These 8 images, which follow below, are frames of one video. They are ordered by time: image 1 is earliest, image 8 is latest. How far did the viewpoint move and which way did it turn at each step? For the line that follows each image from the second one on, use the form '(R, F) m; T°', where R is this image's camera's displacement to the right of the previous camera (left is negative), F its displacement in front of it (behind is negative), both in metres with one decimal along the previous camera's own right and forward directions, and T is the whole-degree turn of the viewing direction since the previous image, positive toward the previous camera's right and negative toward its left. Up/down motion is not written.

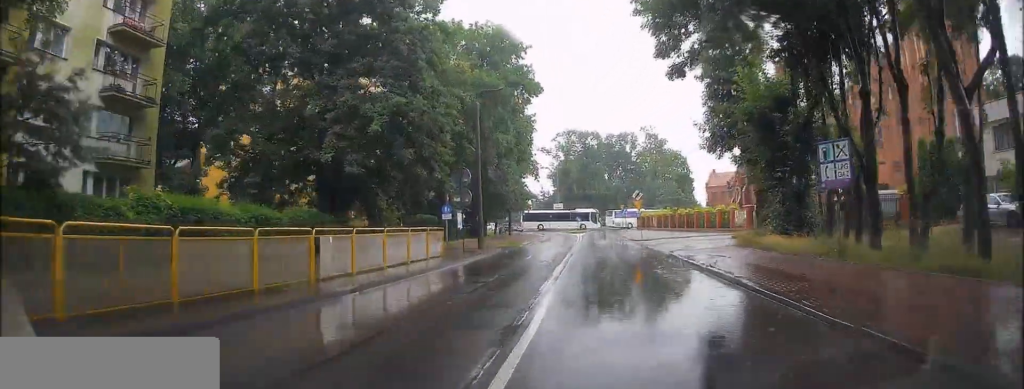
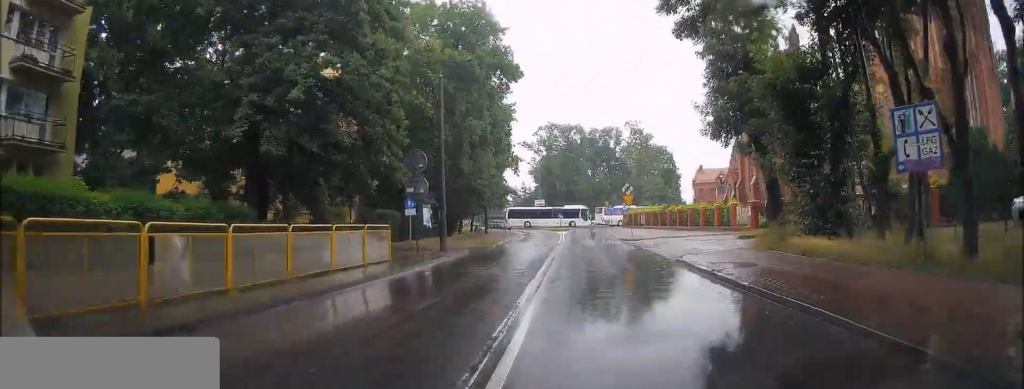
(0.0, +4.8) m; +1°
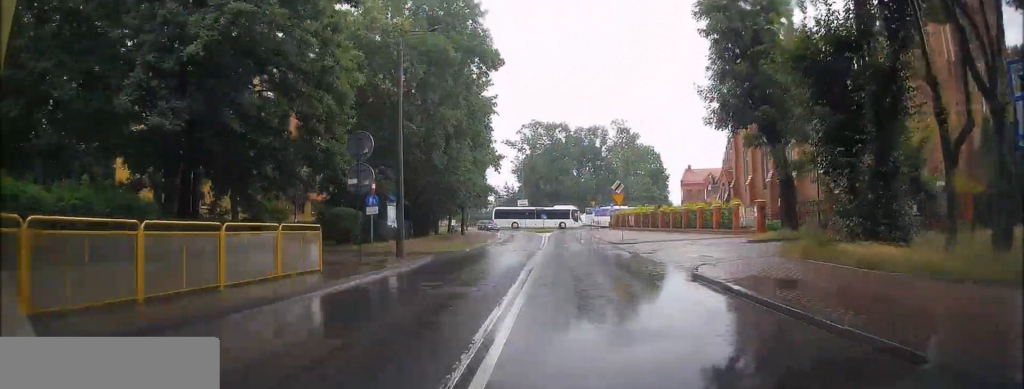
(+0.1, +4.1) m; +1°
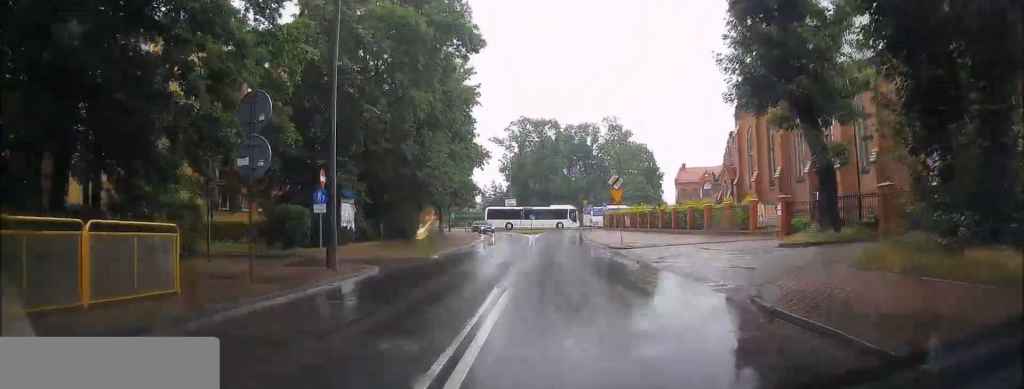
(+0.1, +5.3) m; +1°
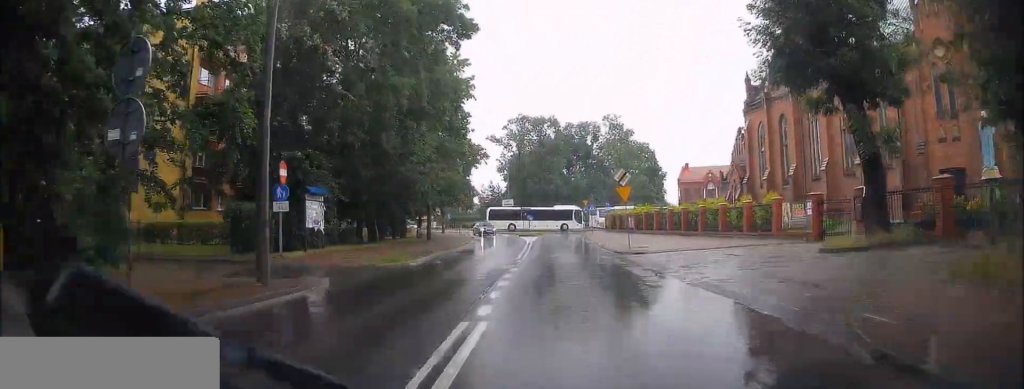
(0.0, +3.7) m; +1°
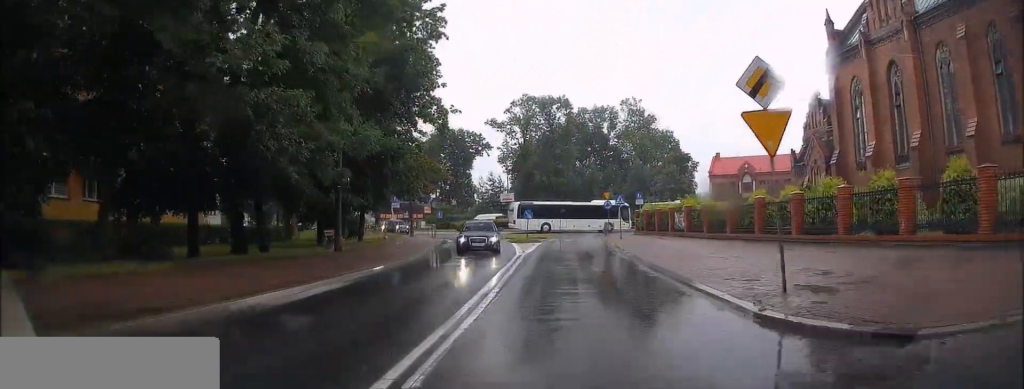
(+0.6, +19.0) m; +1°
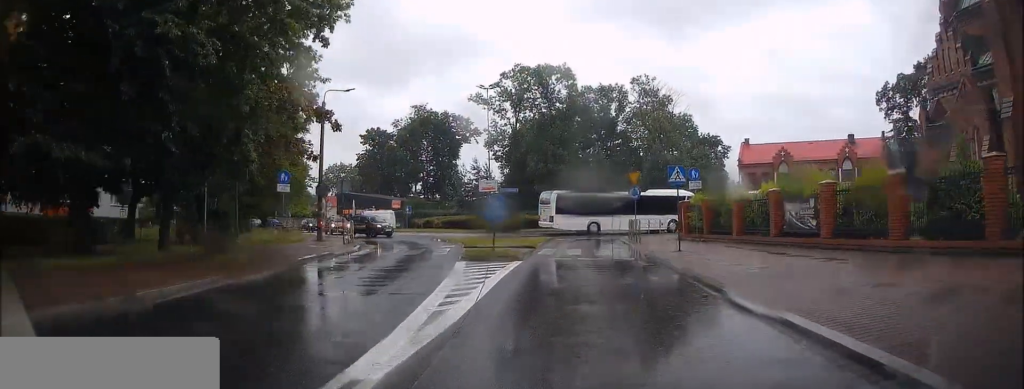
(-1.0, +18.8) m; -3°
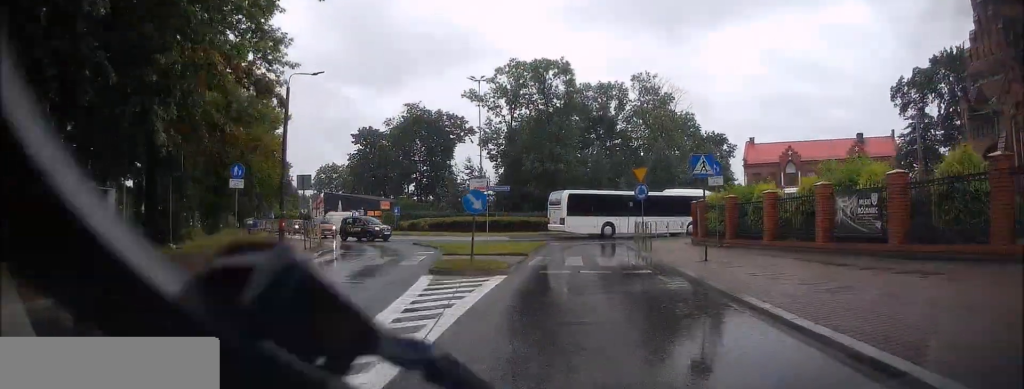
(+0.1, +4.1) m; 0°
